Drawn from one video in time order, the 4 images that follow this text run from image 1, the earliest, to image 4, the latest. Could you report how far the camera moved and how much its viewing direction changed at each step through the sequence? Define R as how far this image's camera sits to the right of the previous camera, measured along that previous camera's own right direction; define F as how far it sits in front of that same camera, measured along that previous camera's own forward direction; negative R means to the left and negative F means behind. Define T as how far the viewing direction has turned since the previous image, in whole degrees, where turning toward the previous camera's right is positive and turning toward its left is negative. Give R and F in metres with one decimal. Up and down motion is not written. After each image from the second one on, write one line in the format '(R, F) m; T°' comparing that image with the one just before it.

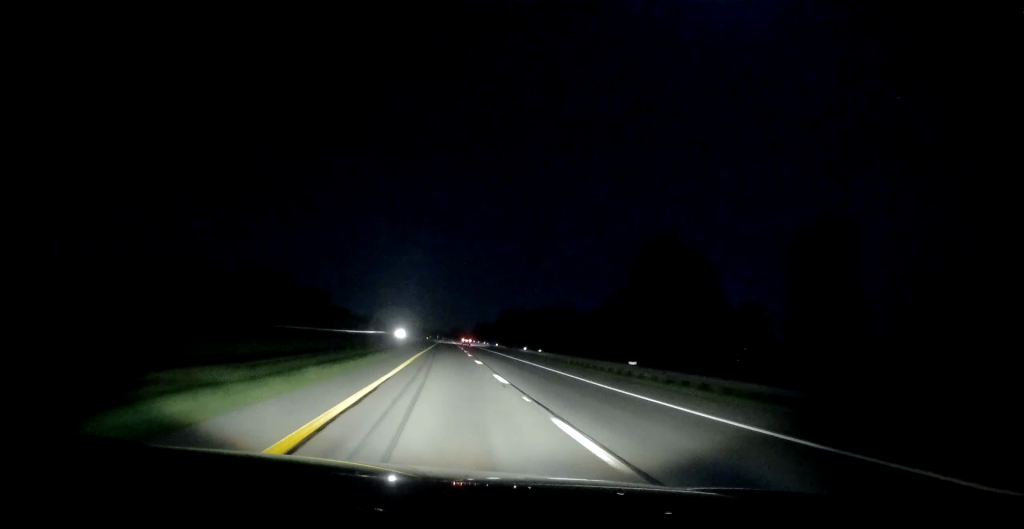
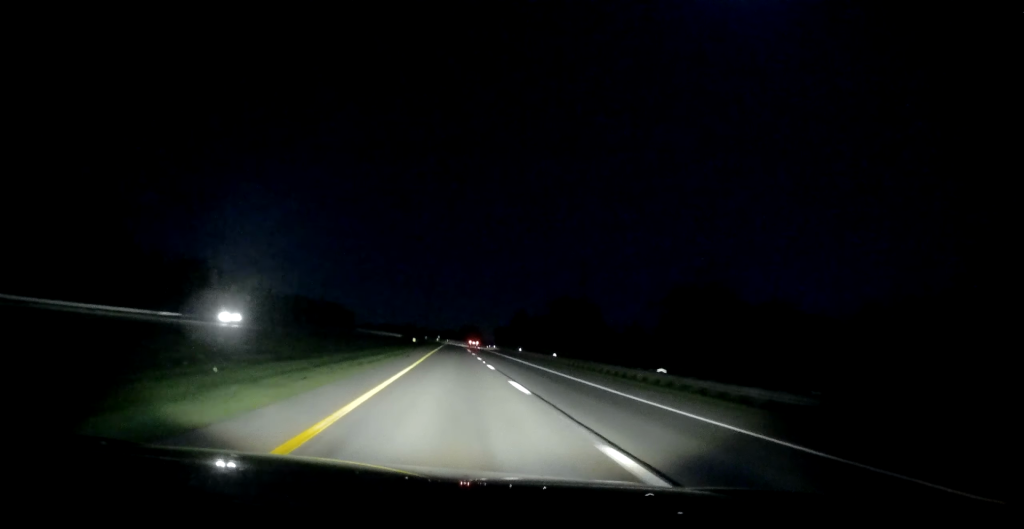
(-0.4, +124.9) m; 0°
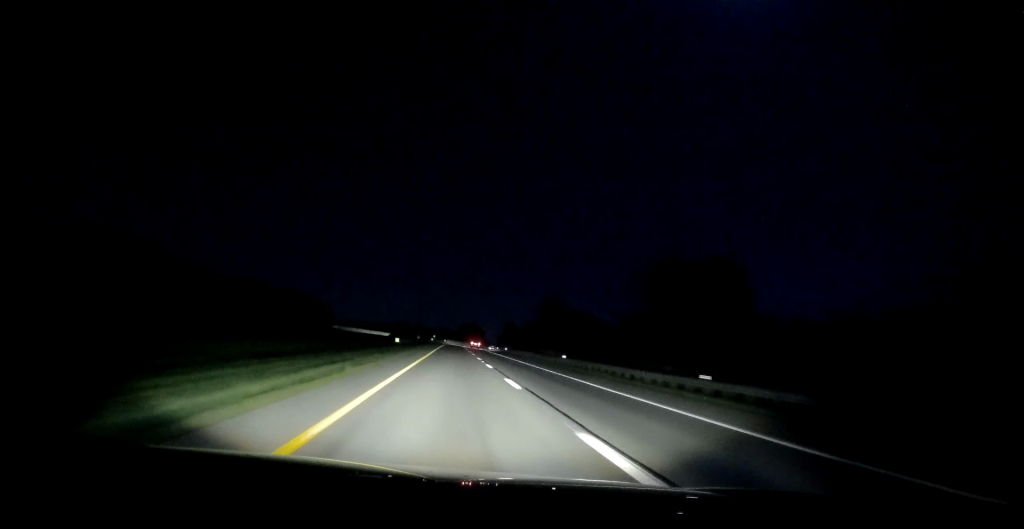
(+0.5, +35.3) m; +1°
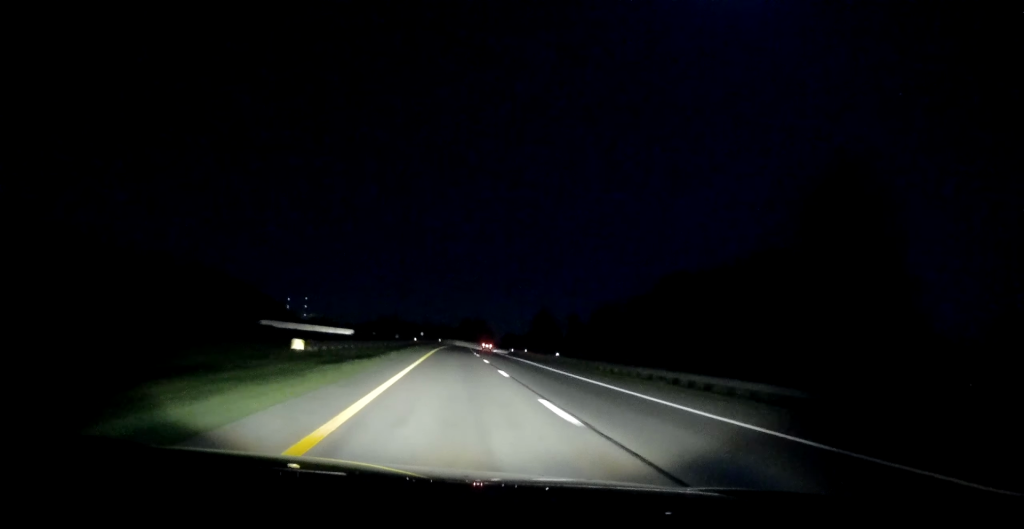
(0.0, +56.8) m; 0°
